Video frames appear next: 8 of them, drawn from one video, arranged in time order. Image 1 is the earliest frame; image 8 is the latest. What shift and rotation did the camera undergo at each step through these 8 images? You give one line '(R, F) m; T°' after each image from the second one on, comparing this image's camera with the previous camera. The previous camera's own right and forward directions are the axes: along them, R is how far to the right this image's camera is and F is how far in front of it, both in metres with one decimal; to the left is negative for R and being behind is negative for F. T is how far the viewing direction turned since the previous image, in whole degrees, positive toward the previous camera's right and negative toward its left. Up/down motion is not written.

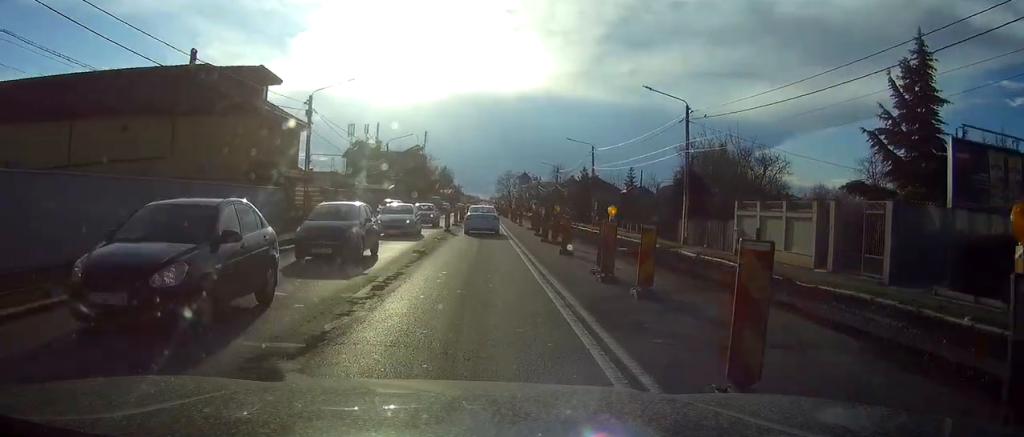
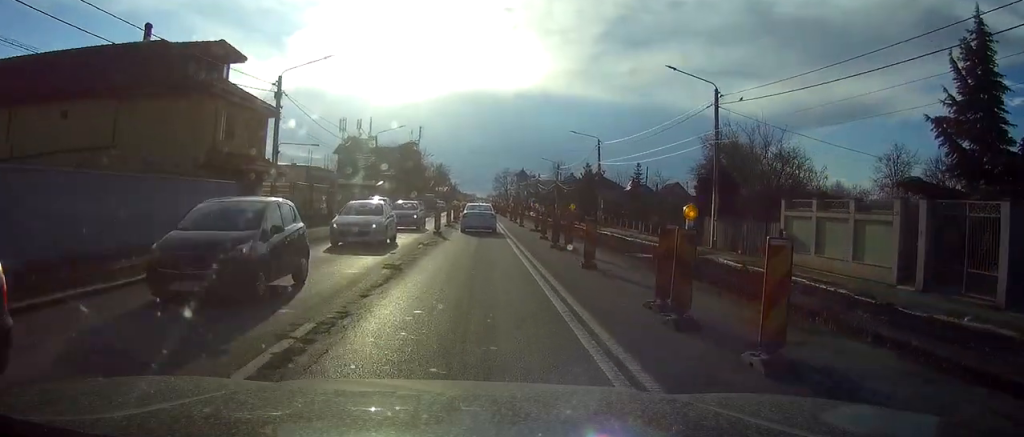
(+0.1, +5.8) m; 0°
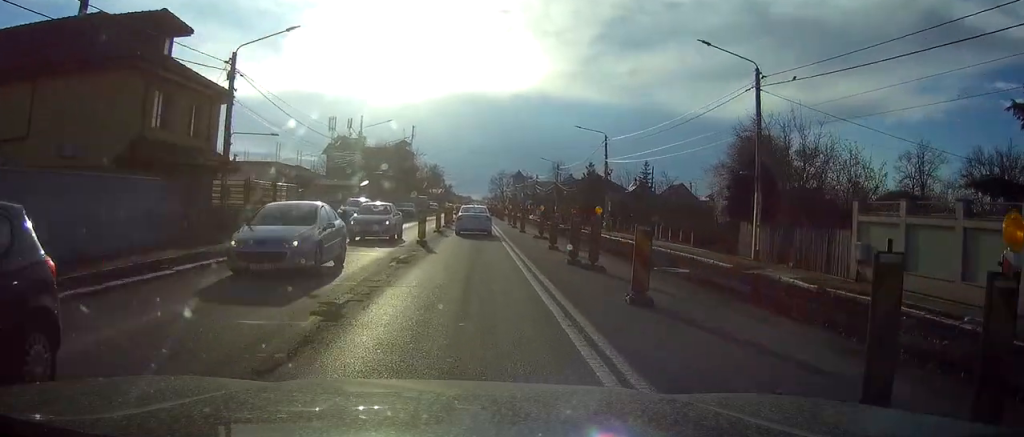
(0.0, +6.3) m; 0°
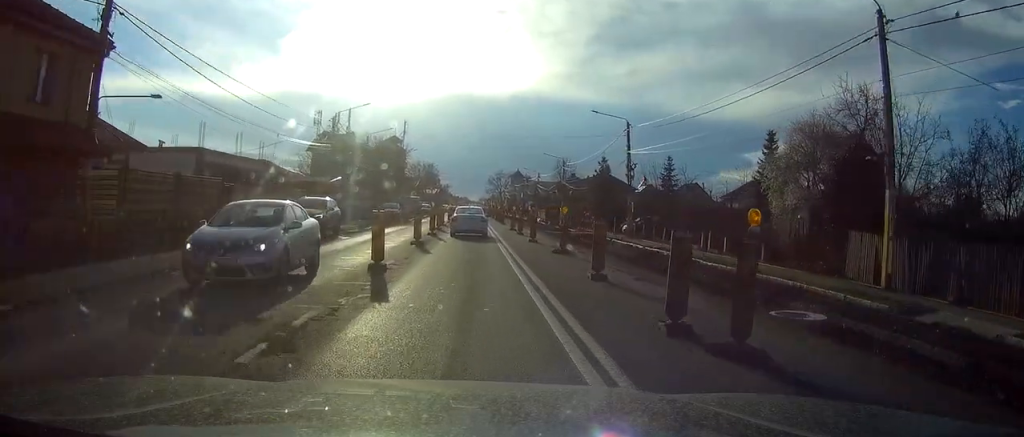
(0.0, +10.6) m; 0°
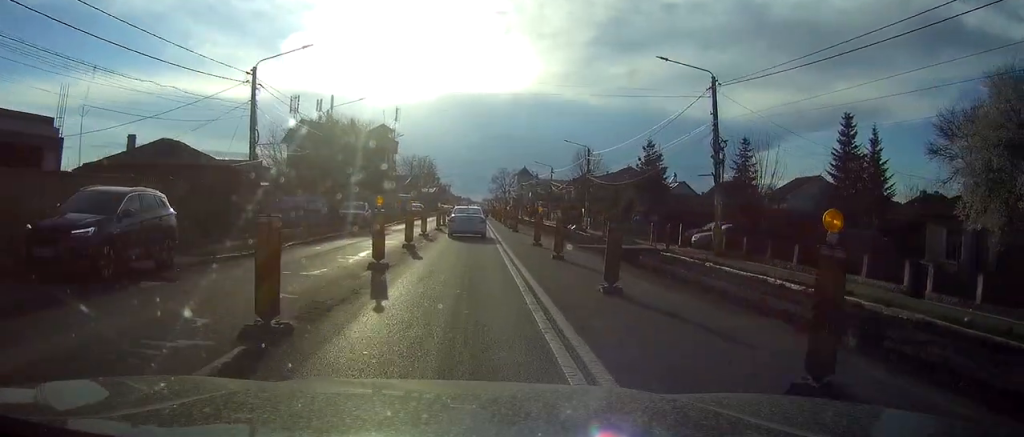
(-0.1, +18.9) m; -1°
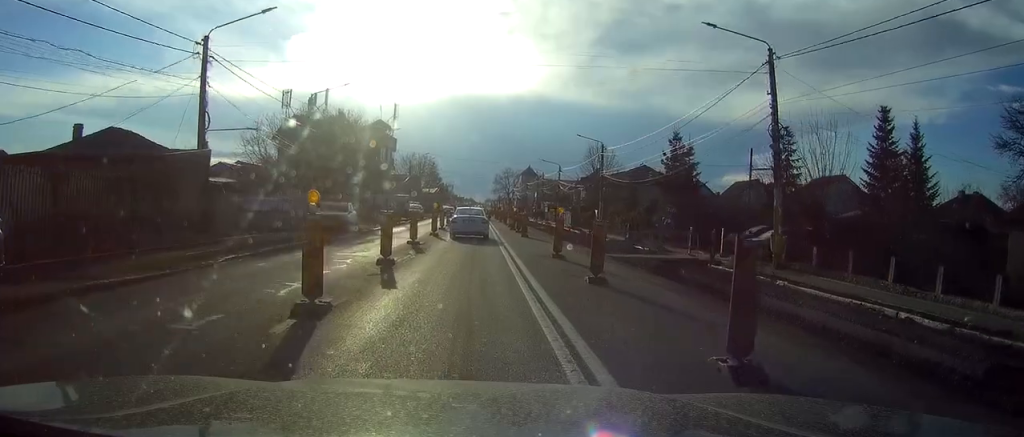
(-0.1, +6.6) m; 0°
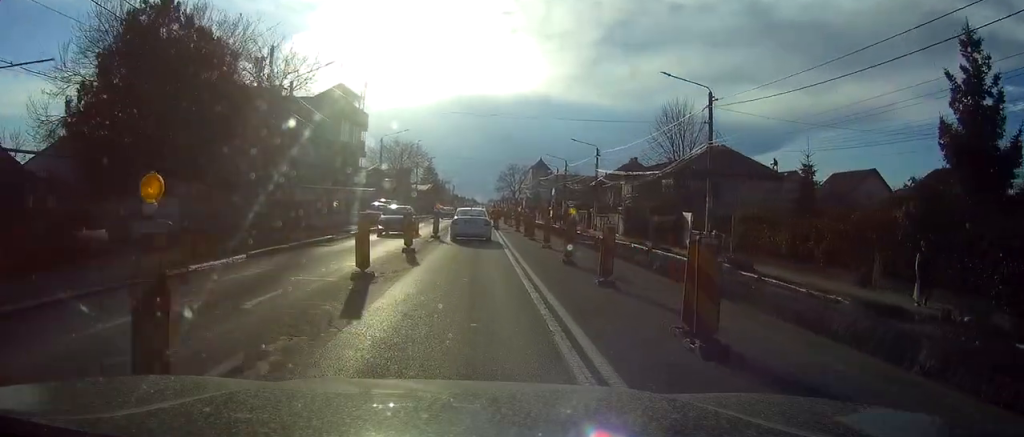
(+0.3, +31.1) m; +1°
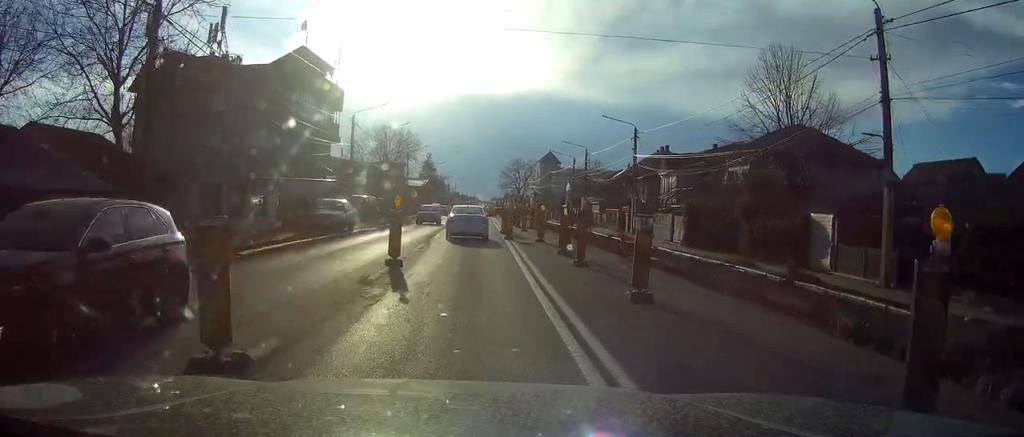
(-0.1, +16.7) m; -1°
